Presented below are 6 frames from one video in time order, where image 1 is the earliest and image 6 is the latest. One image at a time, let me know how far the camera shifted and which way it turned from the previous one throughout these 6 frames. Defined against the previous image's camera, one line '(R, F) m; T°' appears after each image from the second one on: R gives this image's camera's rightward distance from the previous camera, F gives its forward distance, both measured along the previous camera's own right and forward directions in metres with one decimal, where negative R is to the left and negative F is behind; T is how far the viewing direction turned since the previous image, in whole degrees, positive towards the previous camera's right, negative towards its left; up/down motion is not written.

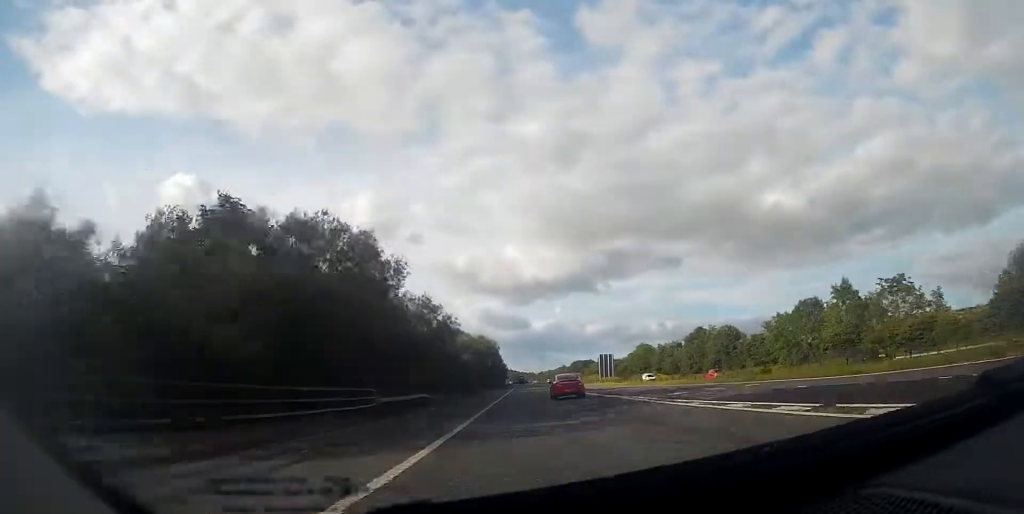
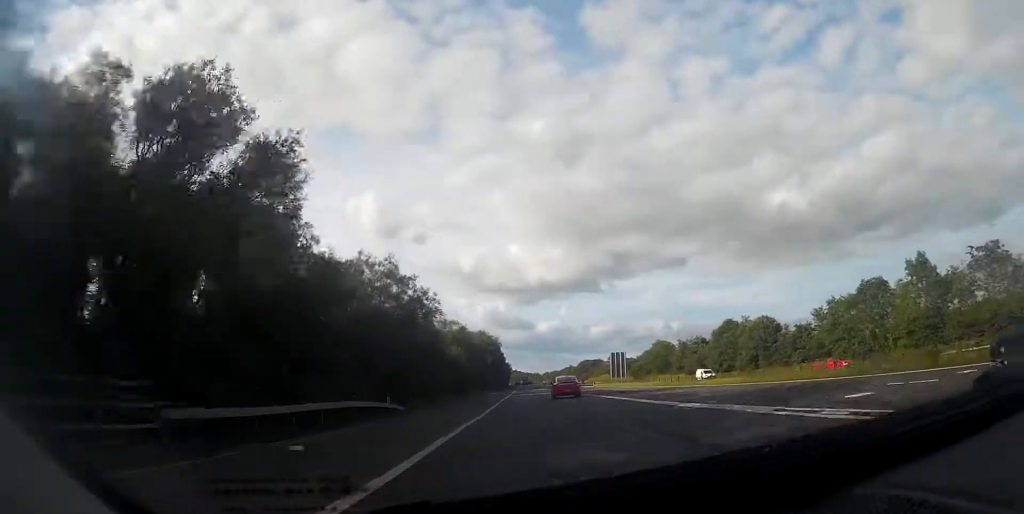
(-0.1, +15.9) m; -1°
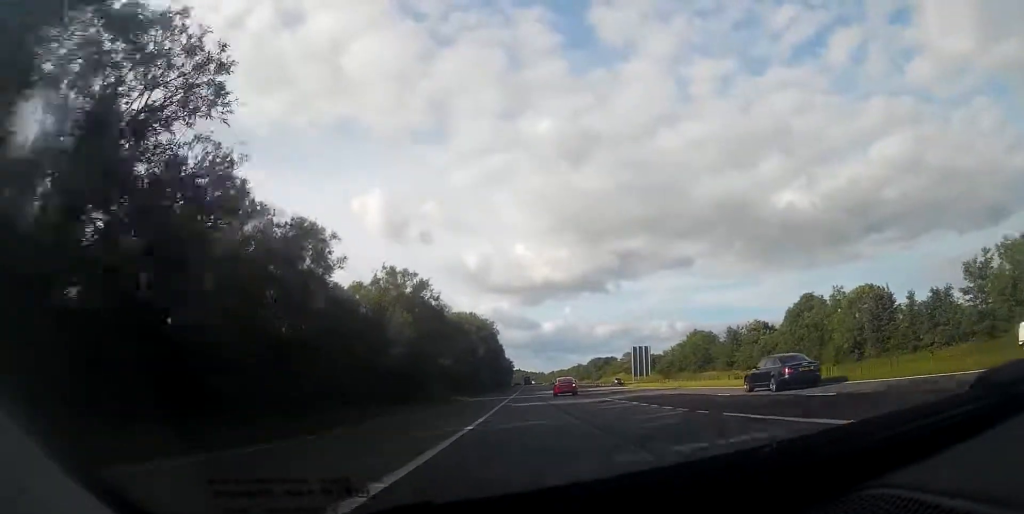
(-0.4, +31.4) m; -1°
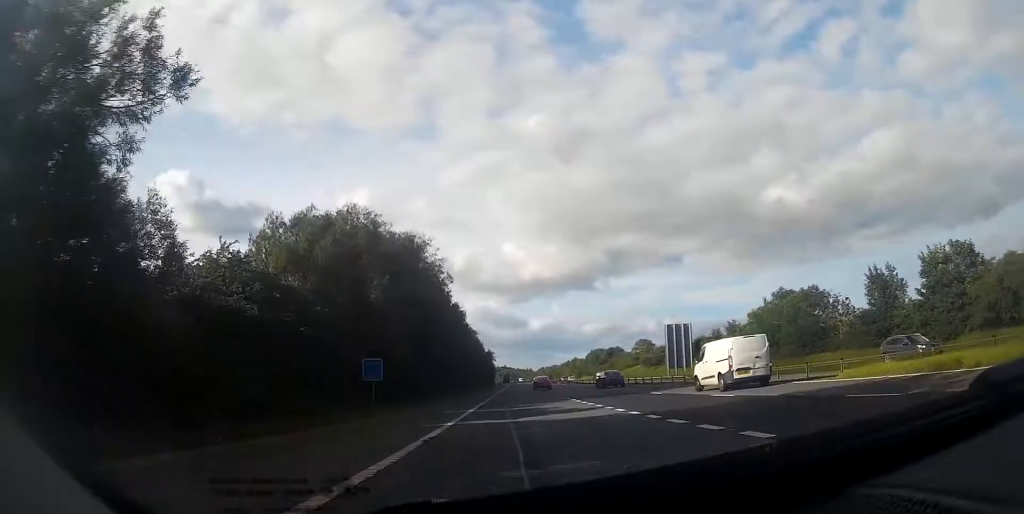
(-0.2, +52.0) m; 0°
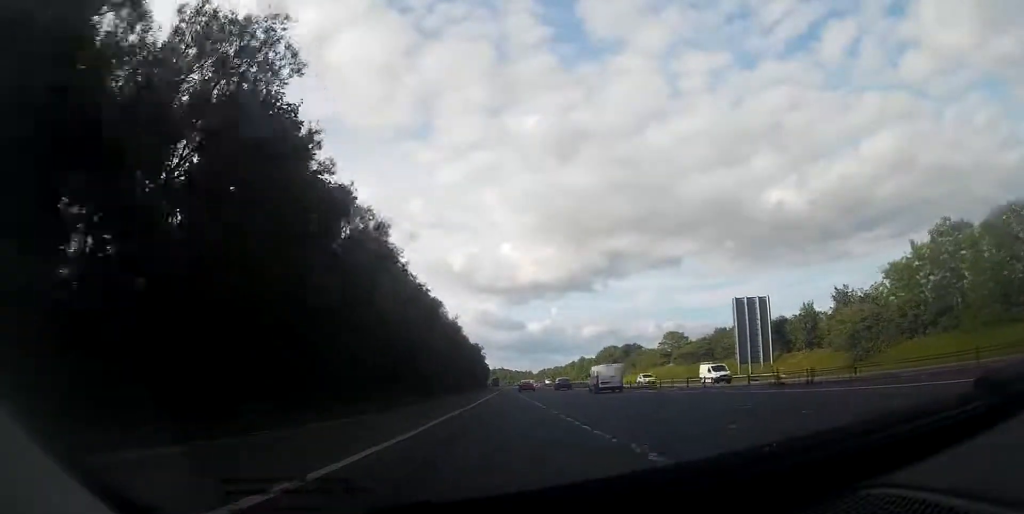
(+0.1, +37.0) m; 0°
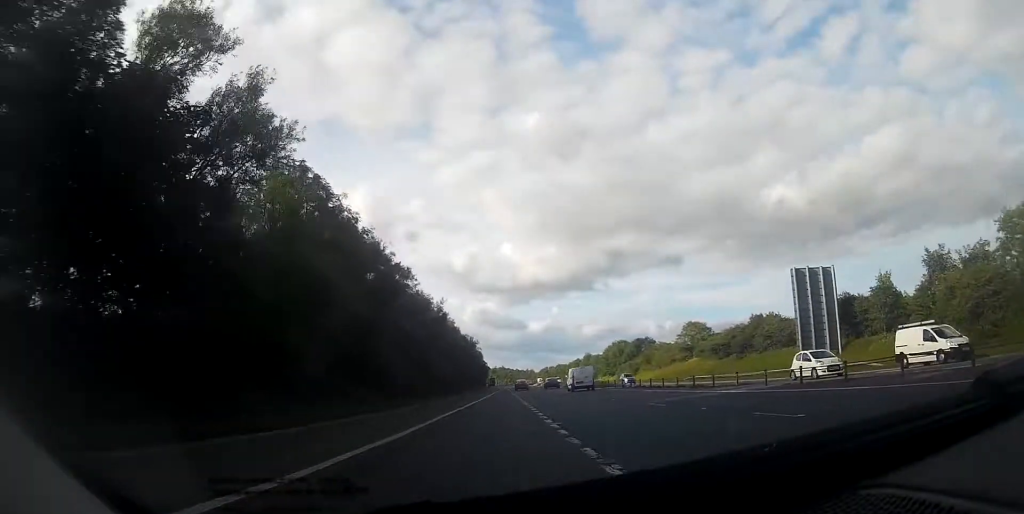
(+0.1, +16.7) m; 0°
